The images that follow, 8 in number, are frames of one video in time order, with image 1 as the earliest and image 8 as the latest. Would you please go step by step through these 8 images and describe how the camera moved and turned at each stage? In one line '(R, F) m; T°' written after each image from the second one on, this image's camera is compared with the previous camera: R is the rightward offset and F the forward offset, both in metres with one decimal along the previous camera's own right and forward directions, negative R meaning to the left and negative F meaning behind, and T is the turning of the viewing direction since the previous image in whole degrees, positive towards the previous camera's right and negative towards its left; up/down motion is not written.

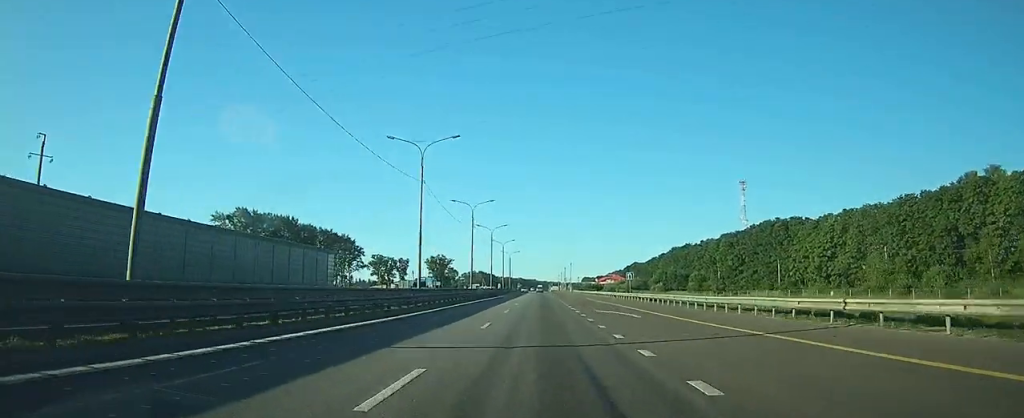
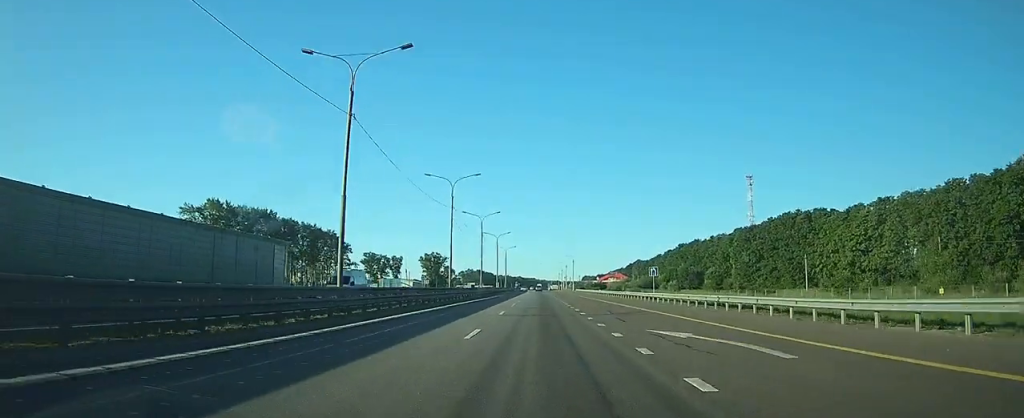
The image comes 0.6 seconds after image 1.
(0.0, +15.7) m; 0°
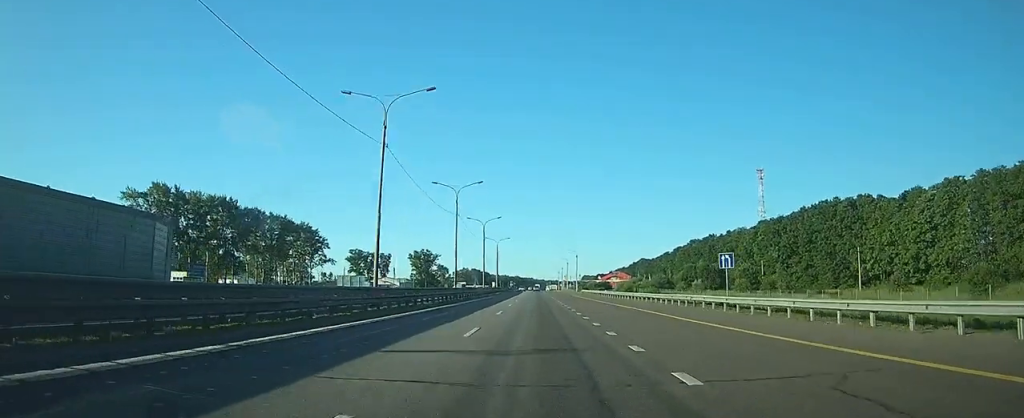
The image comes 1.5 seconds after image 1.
(+0.1, +23.6) m; 0°
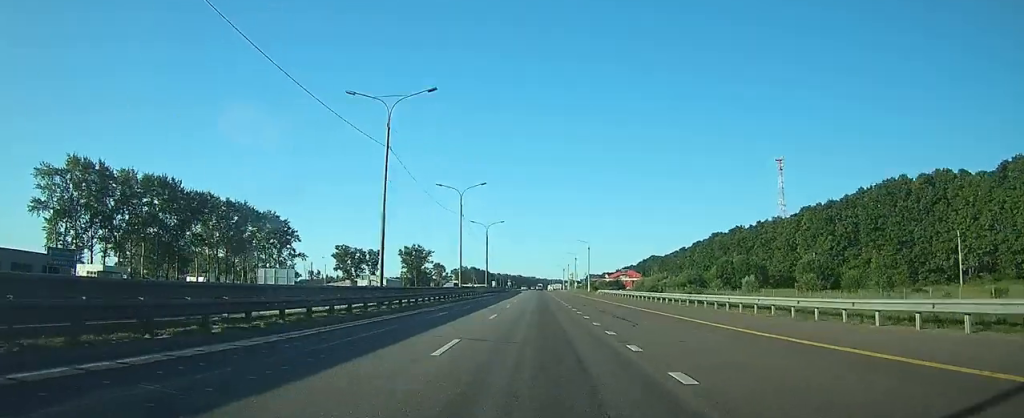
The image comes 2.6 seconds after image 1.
(+0.1, +28.0) m; 0°
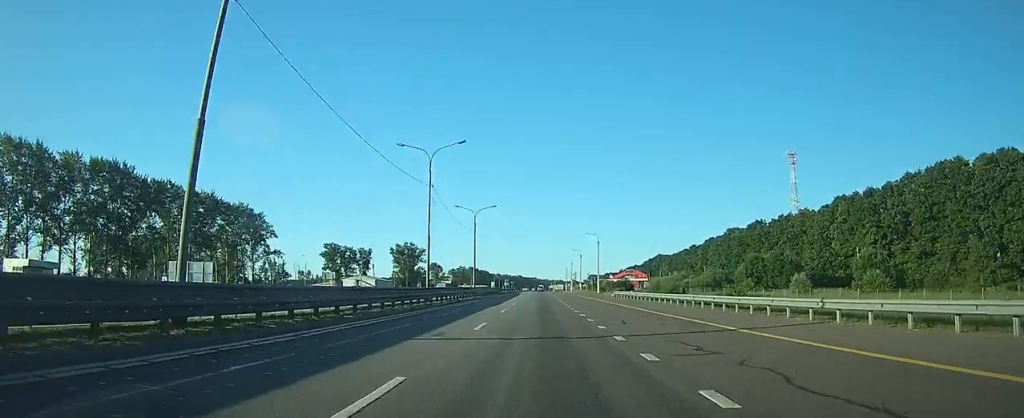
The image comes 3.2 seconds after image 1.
(0.0, +17.5) m; 0°
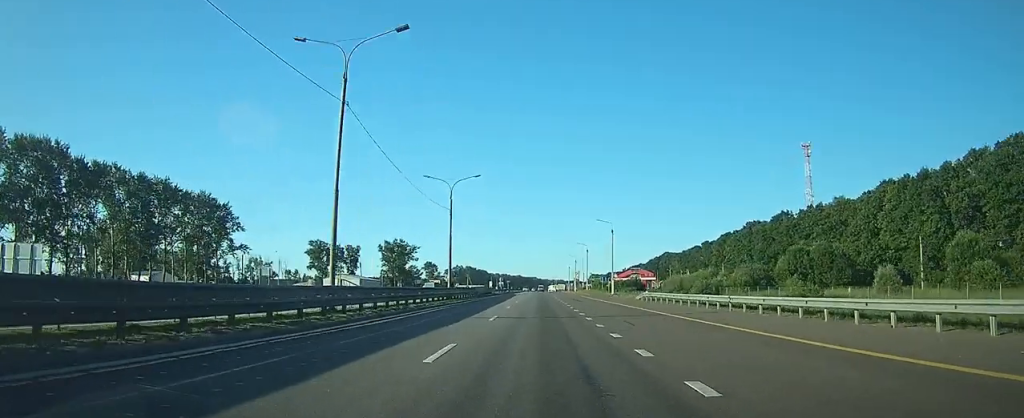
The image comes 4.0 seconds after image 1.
(0.0, +19.3) m; 0°
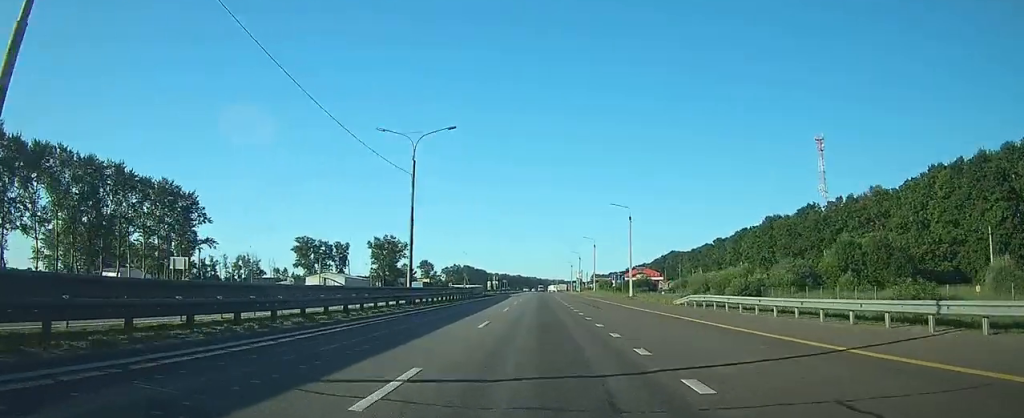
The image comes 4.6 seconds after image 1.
(-0.1, +15.8) m; 0°
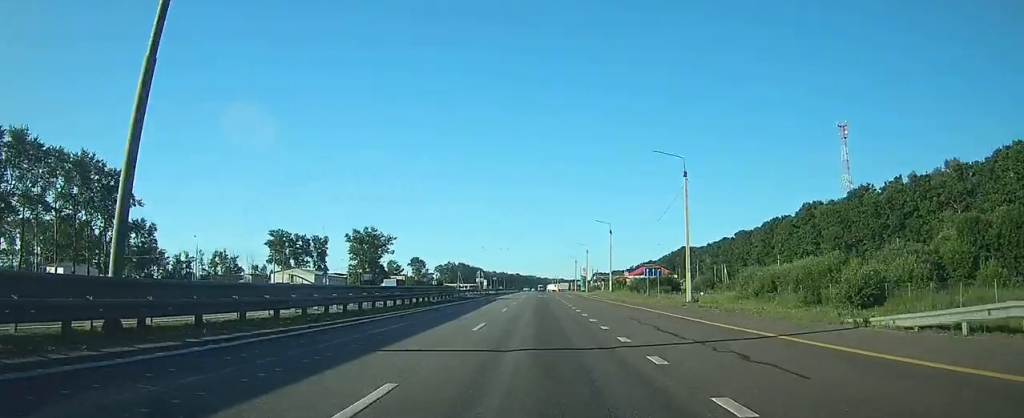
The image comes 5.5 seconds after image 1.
(0.0, +25.5) m; 0°
